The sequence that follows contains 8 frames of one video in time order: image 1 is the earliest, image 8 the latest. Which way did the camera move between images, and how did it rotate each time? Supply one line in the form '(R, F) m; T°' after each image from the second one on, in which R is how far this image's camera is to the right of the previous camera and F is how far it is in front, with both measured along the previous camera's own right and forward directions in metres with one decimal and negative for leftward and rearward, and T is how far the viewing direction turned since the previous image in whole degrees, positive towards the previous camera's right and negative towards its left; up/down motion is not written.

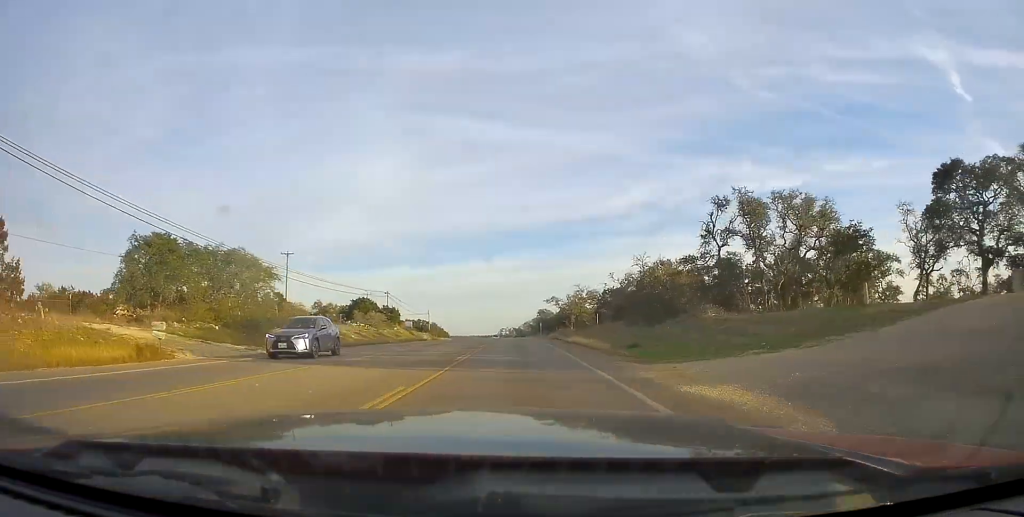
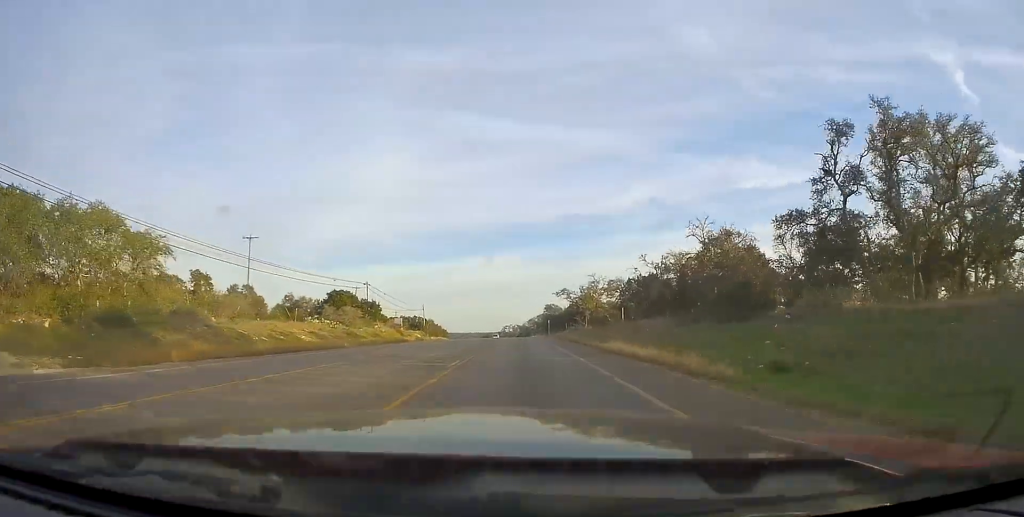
(0.0, +15.3) m; 0°
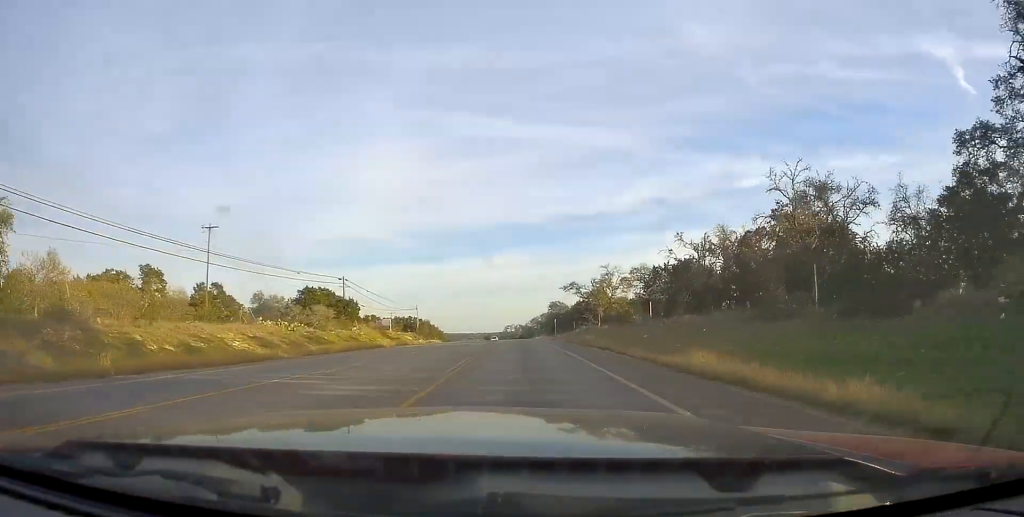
(0.0, +11.6) m; 0°
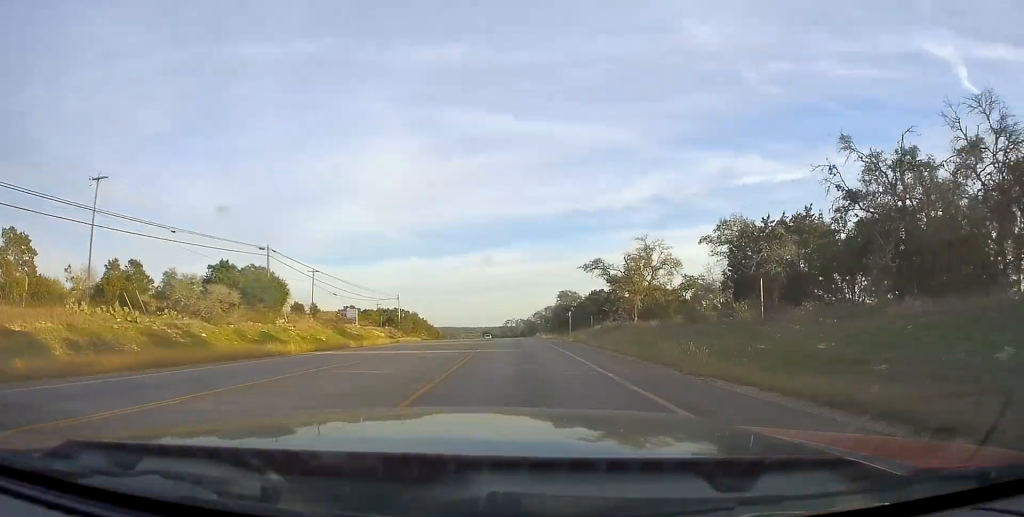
(0.0, +21.8) m; 0°
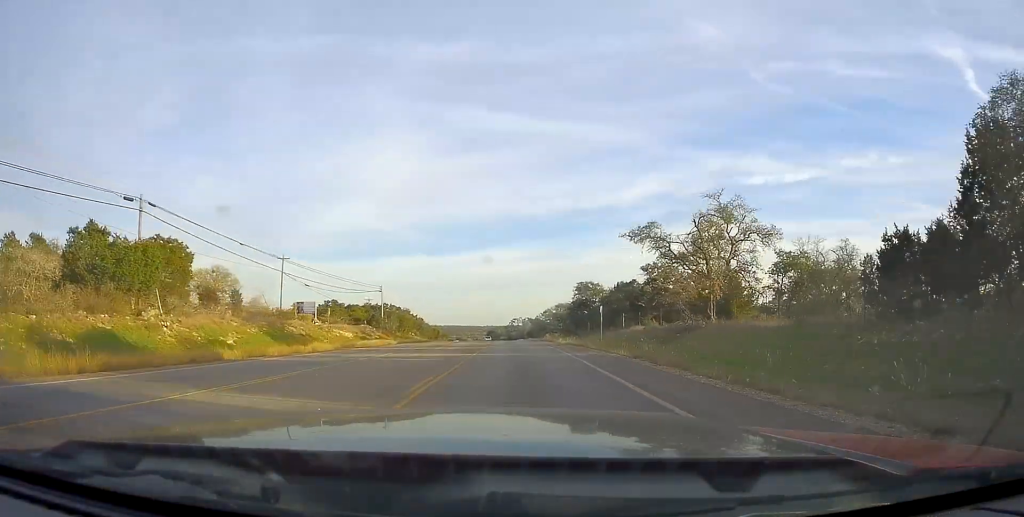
(0.0, +18.7) m; 0°
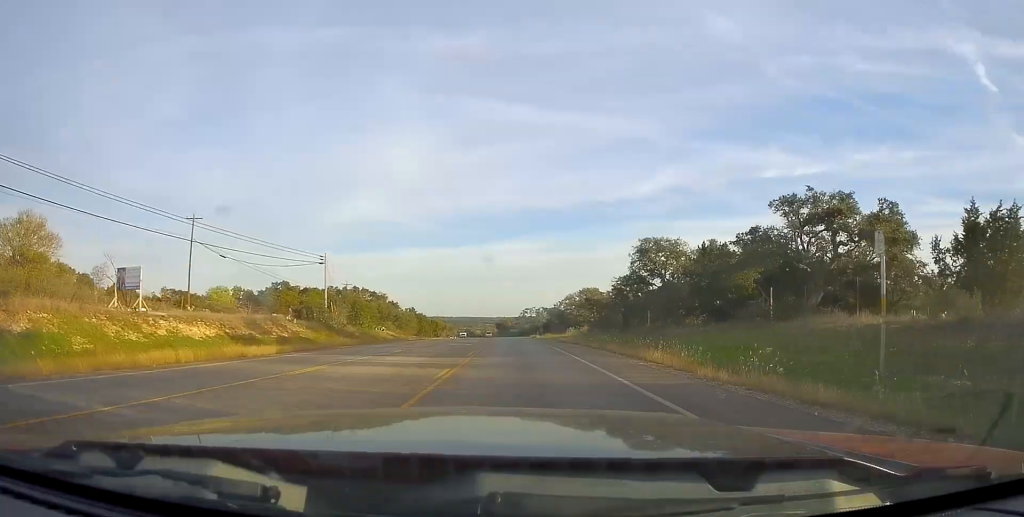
(-0.5, +31.9) m; -2°
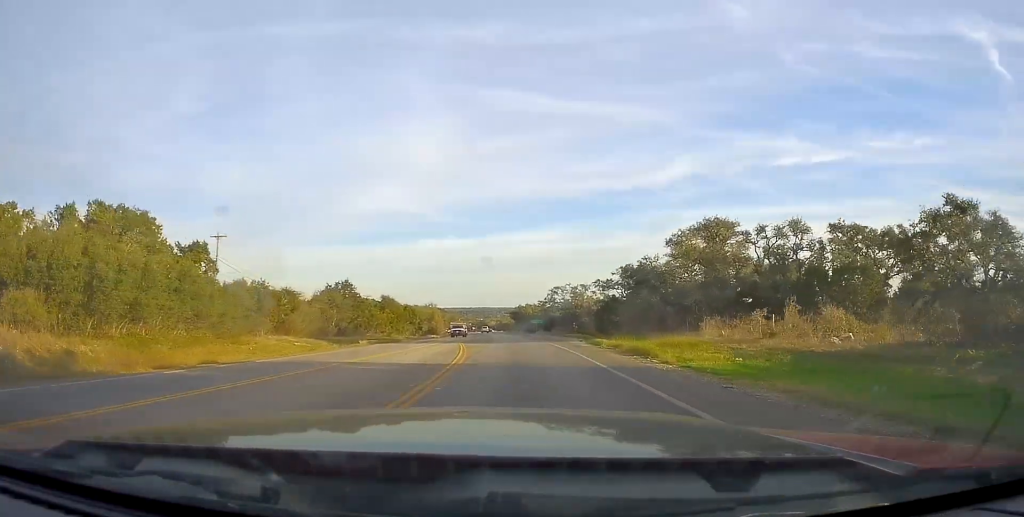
(-0.7, +66.8) m; -1°
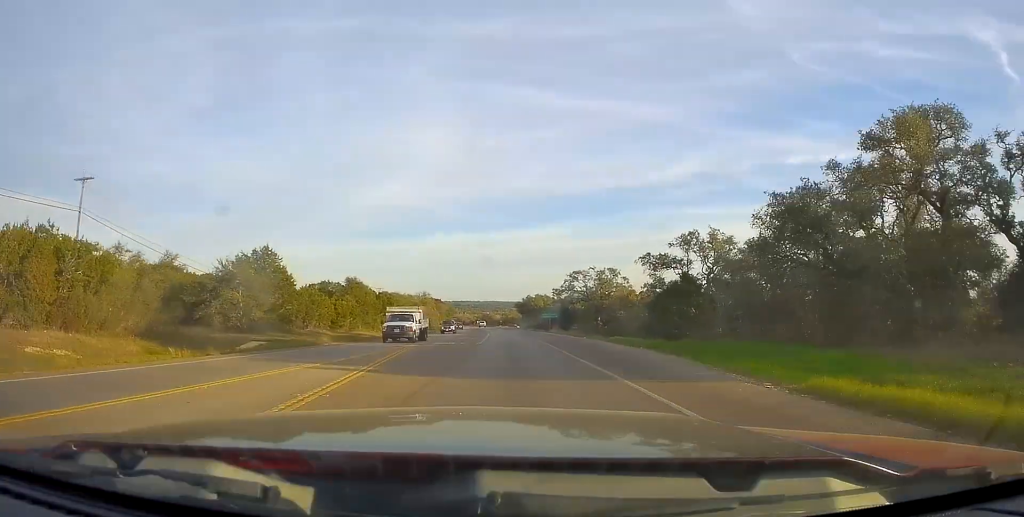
(-0.1, +27.0) m; -2°
